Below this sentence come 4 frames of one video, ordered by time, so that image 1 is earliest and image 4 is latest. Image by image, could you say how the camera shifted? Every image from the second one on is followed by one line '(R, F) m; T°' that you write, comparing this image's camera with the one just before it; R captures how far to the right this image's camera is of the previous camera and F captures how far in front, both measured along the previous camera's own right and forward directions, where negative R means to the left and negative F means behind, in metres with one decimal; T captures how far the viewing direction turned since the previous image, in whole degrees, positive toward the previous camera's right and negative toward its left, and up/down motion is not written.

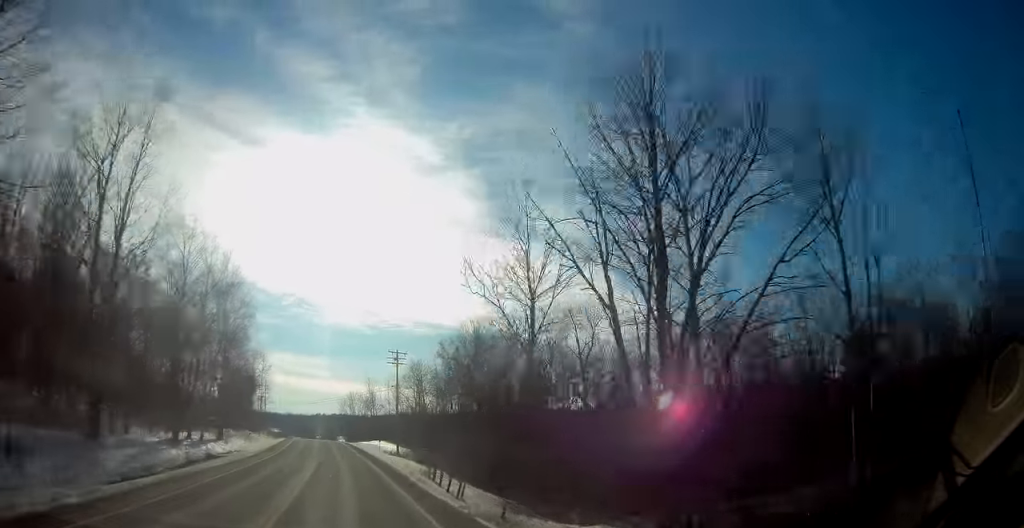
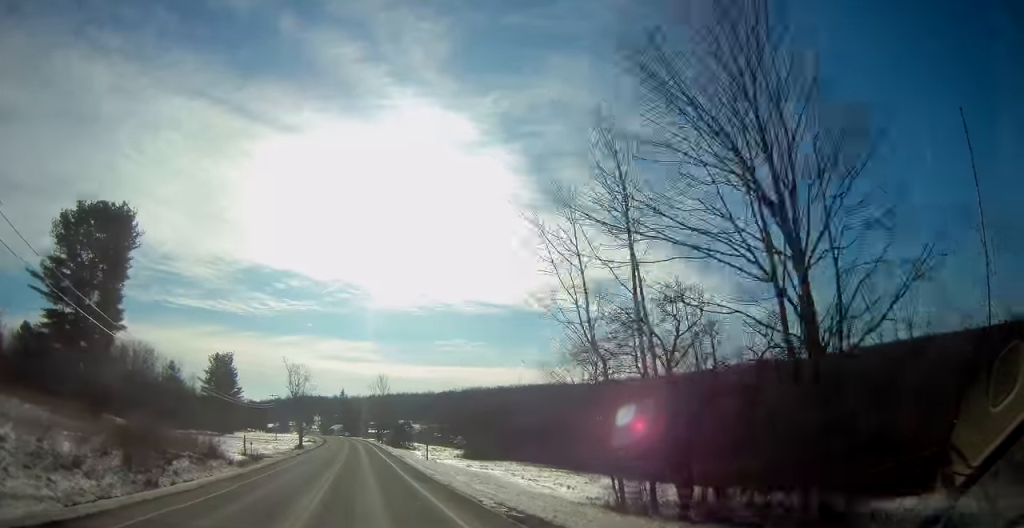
(-9.7, +130.4) m; -6°
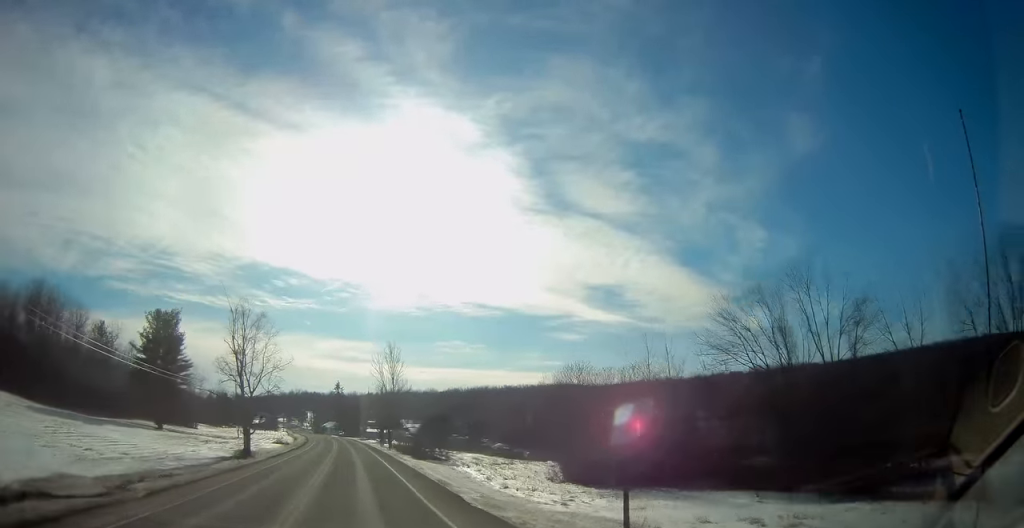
(-0.2, +38.8) m; -1°
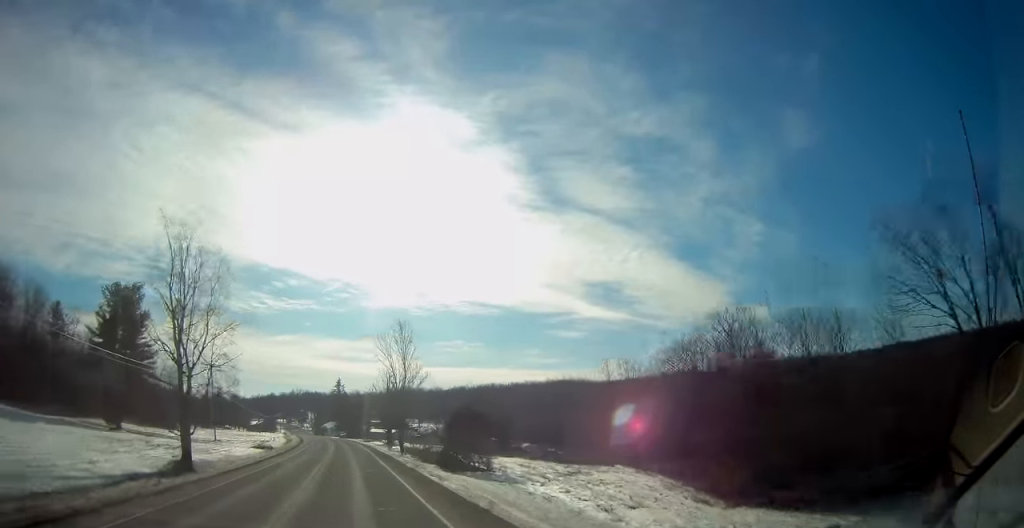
(0.0, +17.0) m; 0°
